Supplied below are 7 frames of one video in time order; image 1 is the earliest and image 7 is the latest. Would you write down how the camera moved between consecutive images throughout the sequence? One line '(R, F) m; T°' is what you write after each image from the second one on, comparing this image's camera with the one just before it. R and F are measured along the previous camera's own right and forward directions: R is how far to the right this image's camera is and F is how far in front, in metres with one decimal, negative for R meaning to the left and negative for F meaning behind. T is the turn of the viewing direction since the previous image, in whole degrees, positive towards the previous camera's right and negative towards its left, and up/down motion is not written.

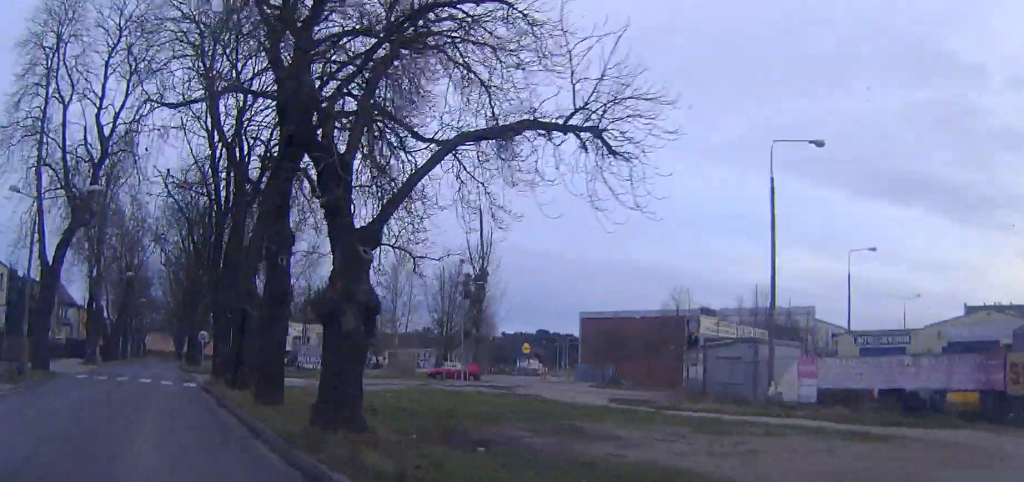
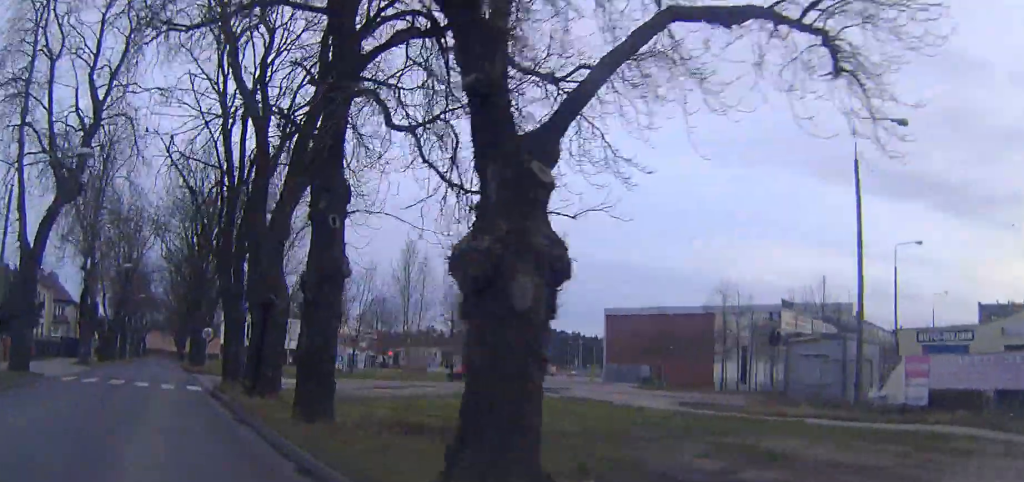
(0.0, +4.7) m; 0°
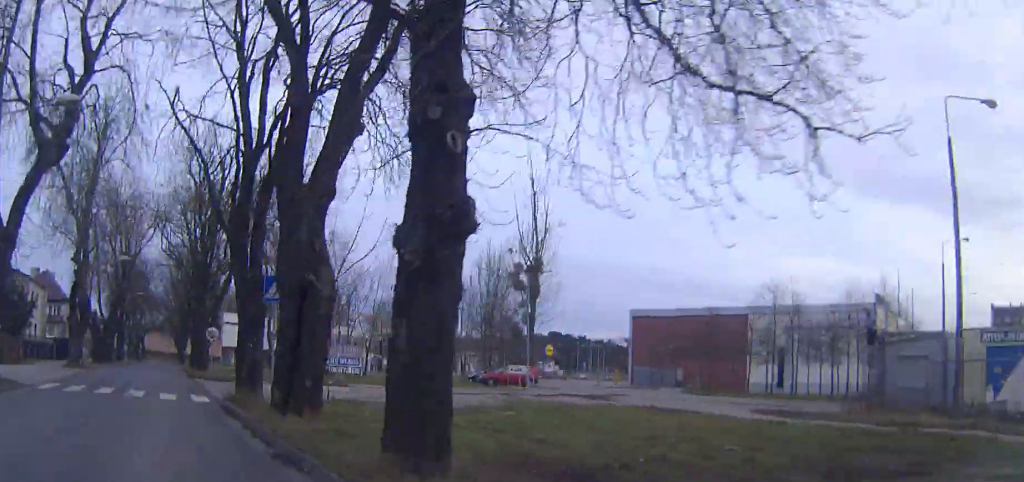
(-0.1, +4.7) m; 0°
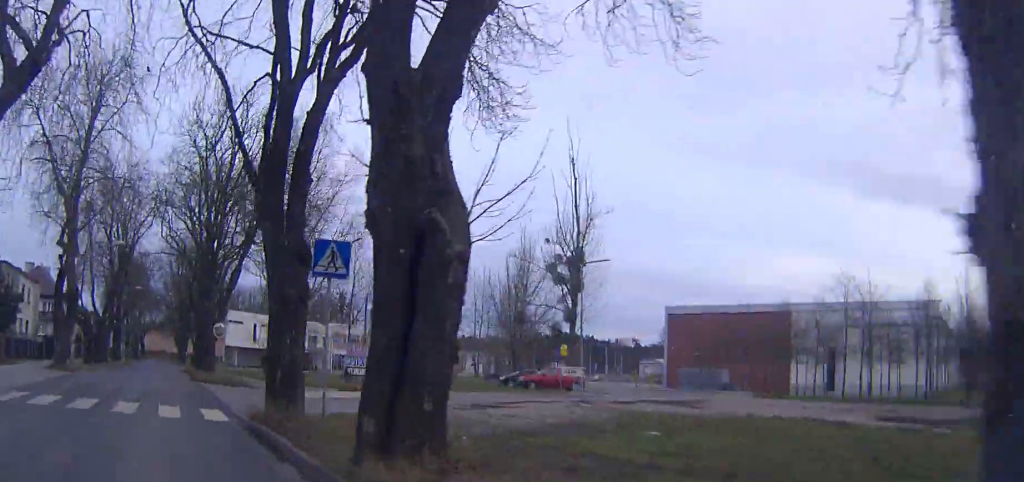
(0.0, +5.8) m; 0°
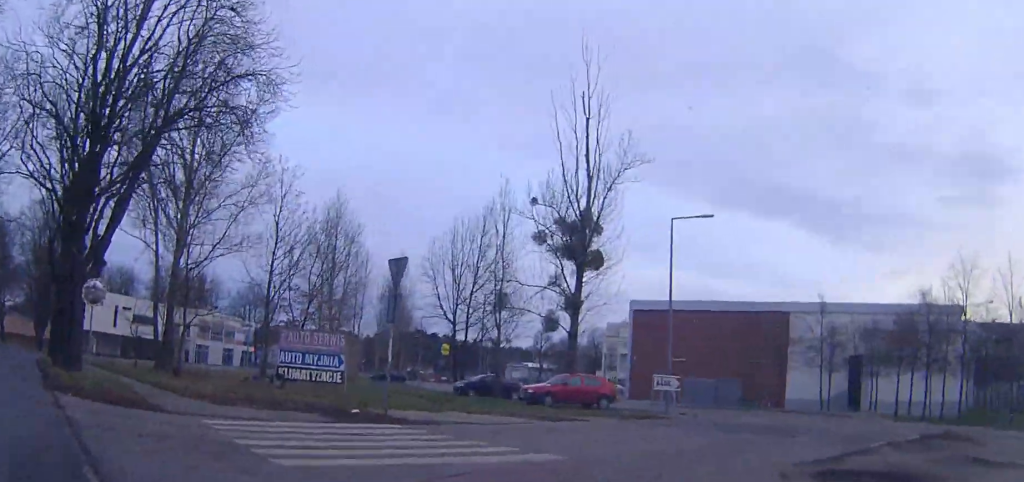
(+1.0, +18.6) m; +15°
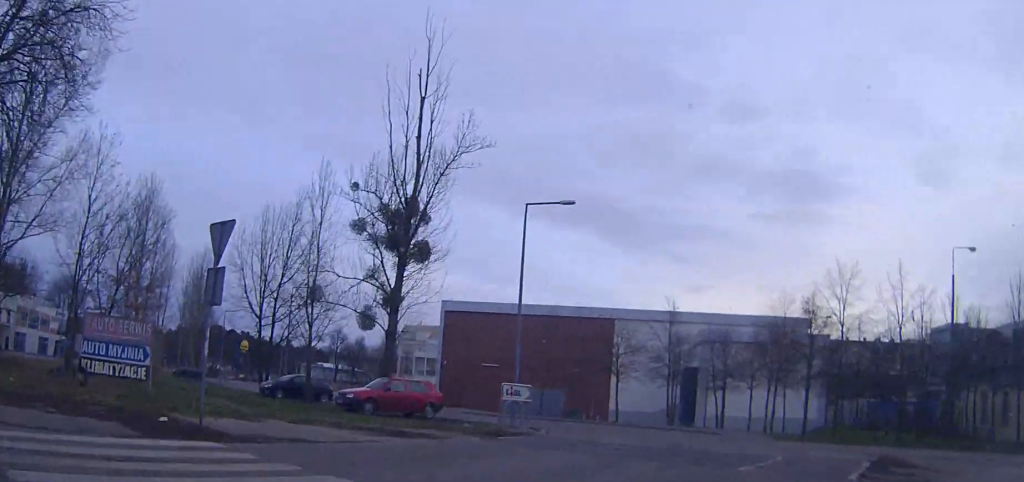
(+0.4, +3.5) m; +14°
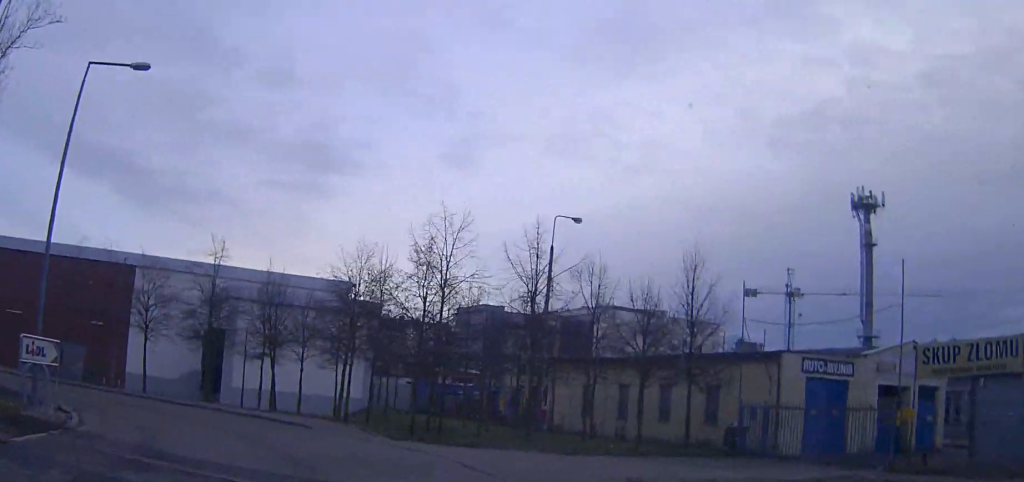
(+2.1, +7.6) m; +32°
